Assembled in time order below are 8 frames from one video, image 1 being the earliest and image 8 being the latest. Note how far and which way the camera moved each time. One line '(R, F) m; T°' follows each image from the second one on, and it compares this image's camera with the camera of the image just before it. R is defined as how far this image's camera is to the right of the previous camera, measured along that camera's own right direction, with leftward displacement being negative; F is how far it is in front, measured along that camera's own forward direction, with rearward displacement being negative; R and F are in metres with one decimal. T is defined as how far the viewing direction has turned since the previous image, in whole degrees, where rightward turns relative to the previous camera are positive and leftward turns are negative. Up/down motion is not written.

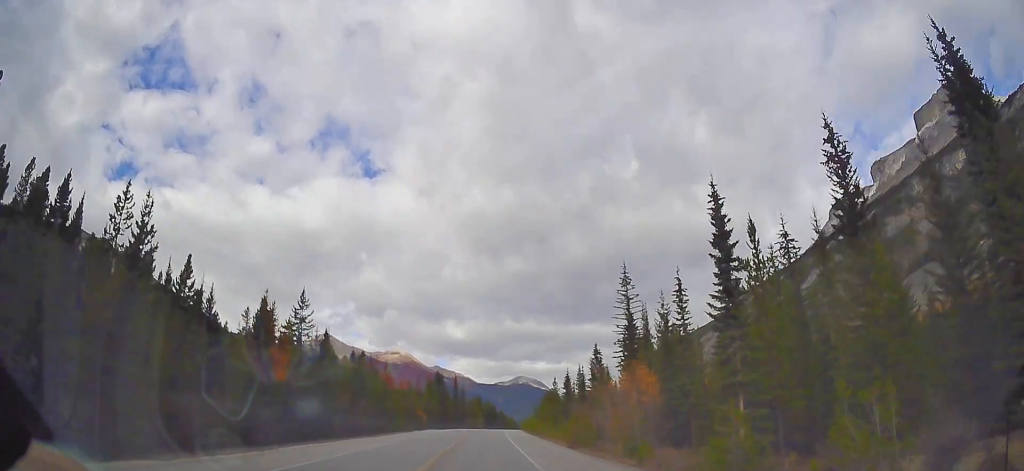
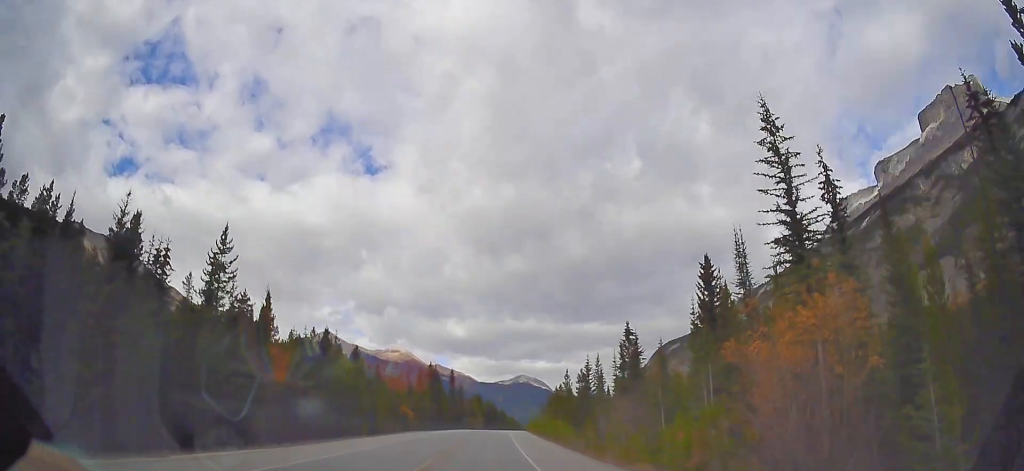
(-0.2, +17.8) m; 0°
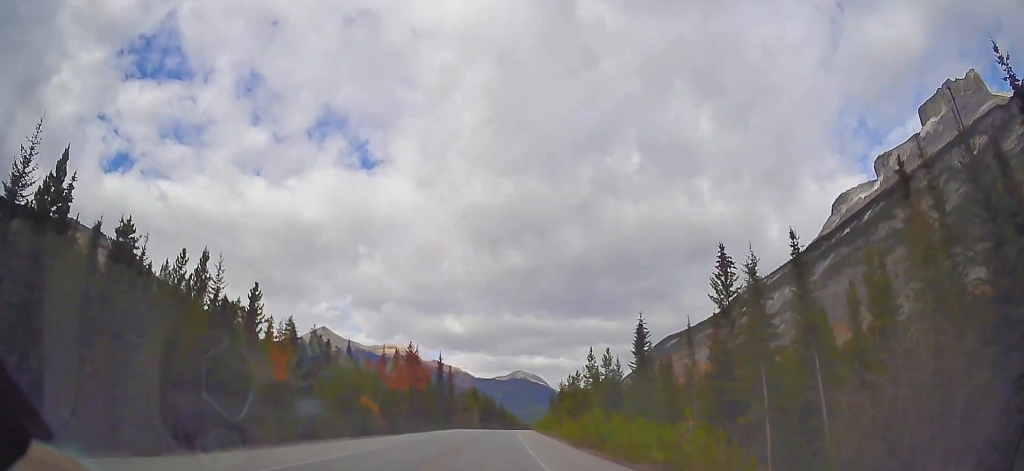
(+0.4, +27.9) m; +1°
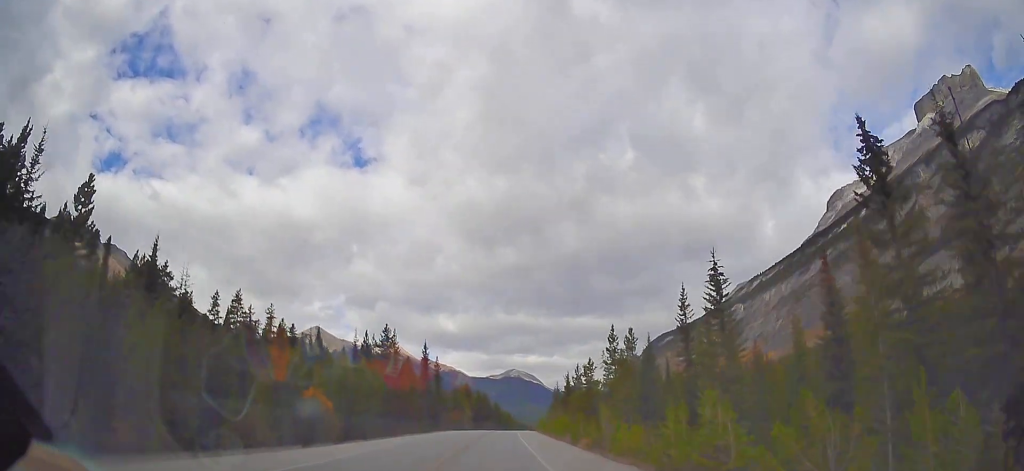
(+0.3, +17.8) m; 0°
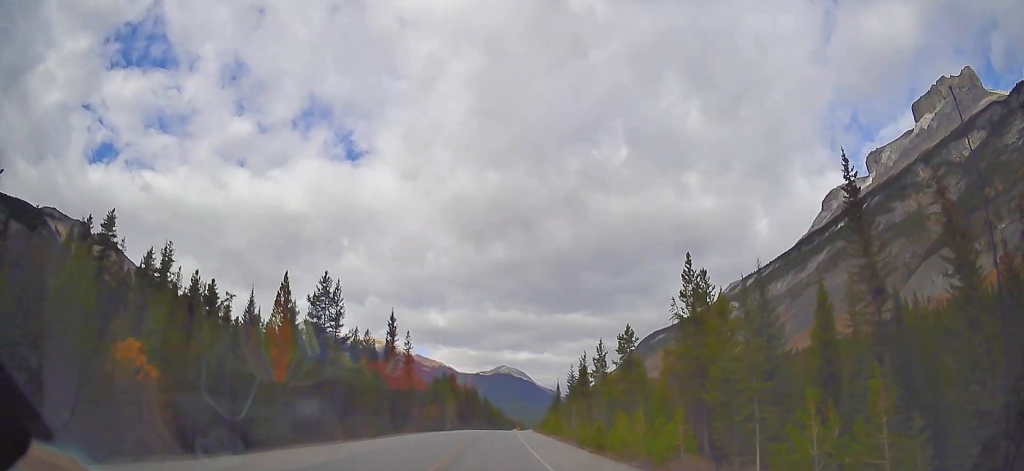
(-0.5, +26.2) m; 0°
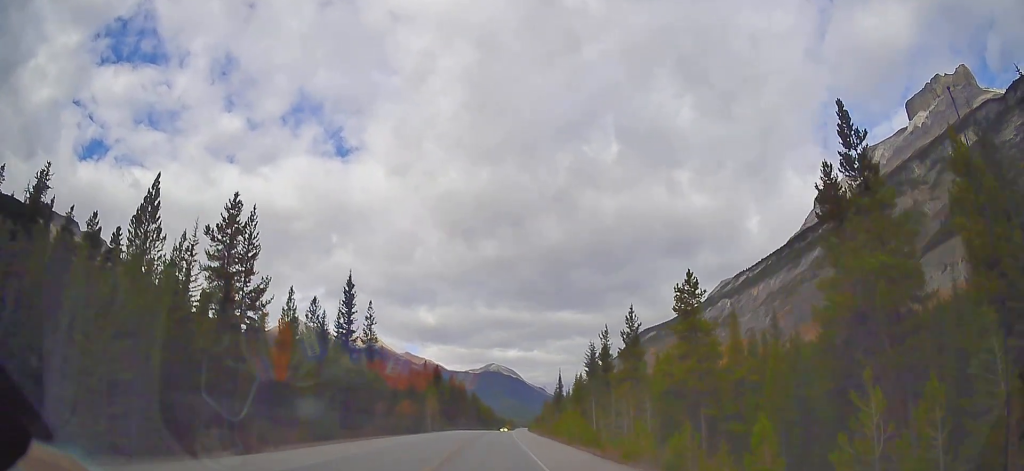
(+0.2, +19.3) m; +1°
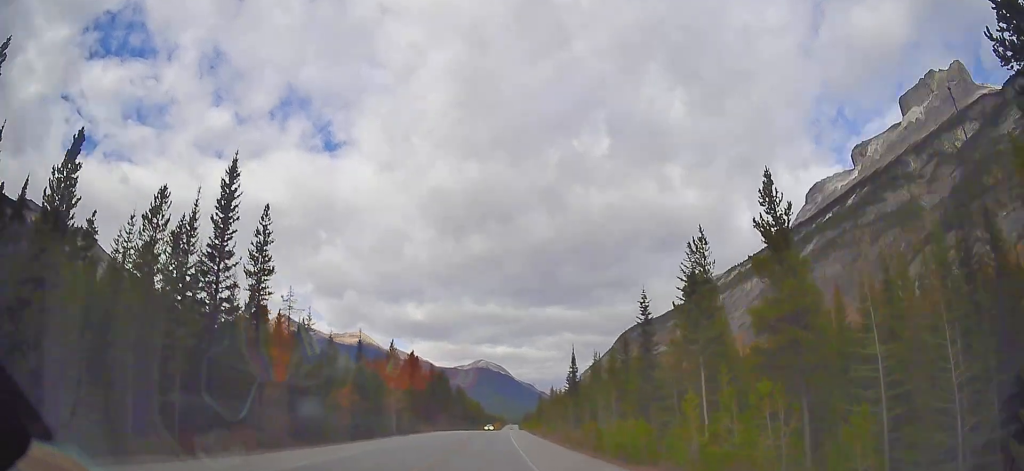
(+0.5, +27.7) m; +2°
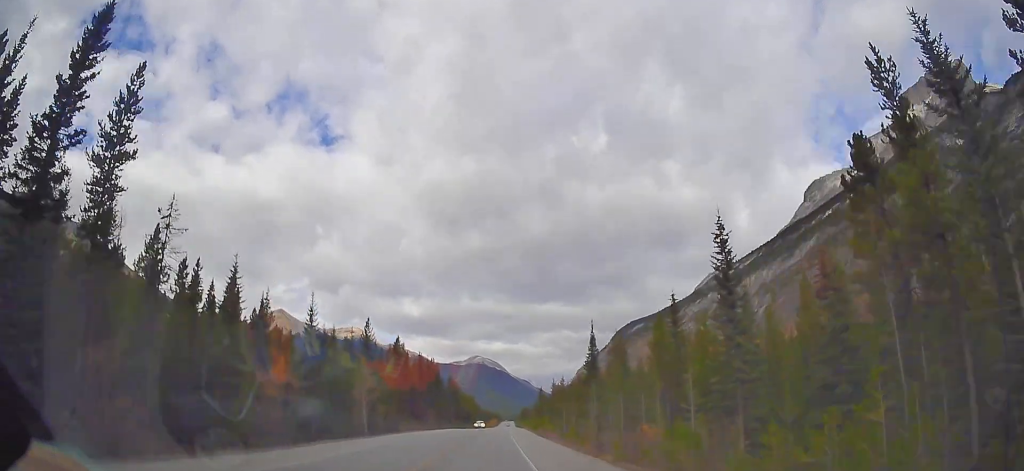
(+0.4, +16.1) m; 0°
